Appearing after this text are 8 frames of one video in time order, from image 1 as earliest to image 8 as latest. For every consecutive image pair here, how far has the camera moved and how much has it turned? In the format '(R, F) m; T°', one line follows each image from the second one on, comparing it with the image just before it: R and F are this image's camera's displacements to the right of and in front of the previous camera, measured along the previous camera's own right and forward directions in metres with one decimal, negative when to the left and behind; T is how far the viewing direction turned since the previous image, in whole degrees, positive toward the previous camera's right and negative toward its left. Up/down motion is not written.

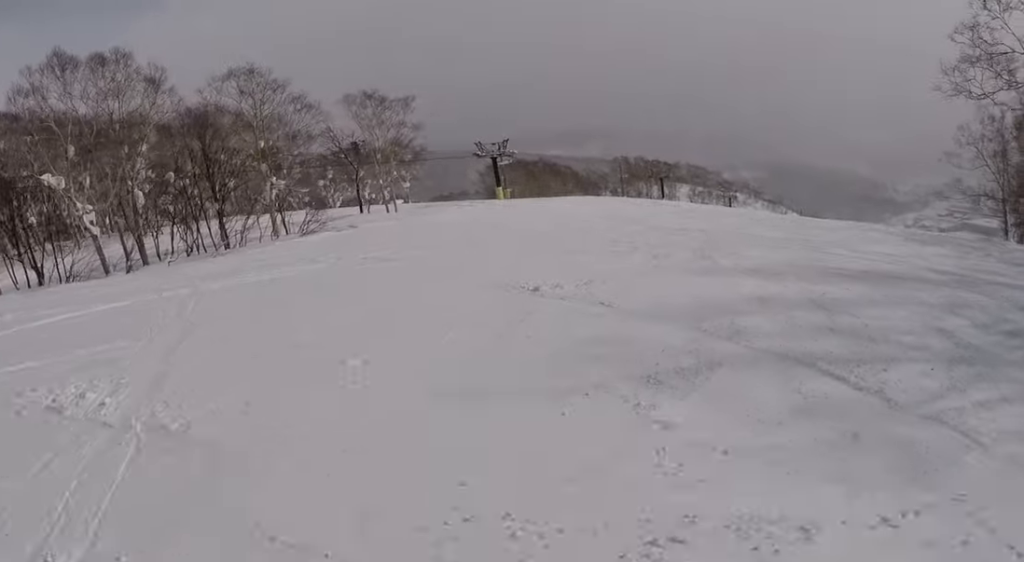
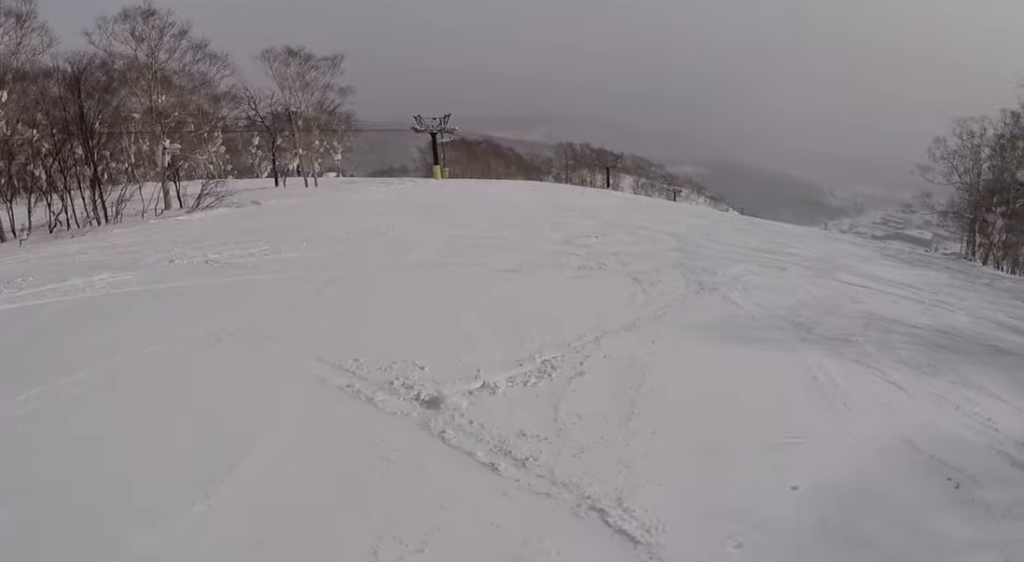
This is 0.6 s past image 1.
(-1.0, +6.4) m; +5°
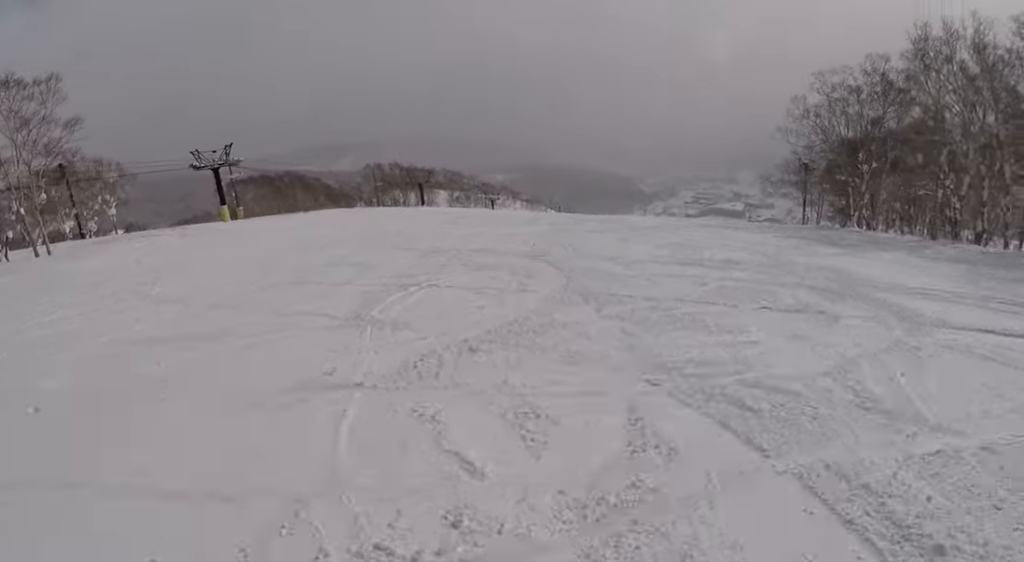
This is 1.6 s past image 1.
(+2.4, +11.2) m; +20°
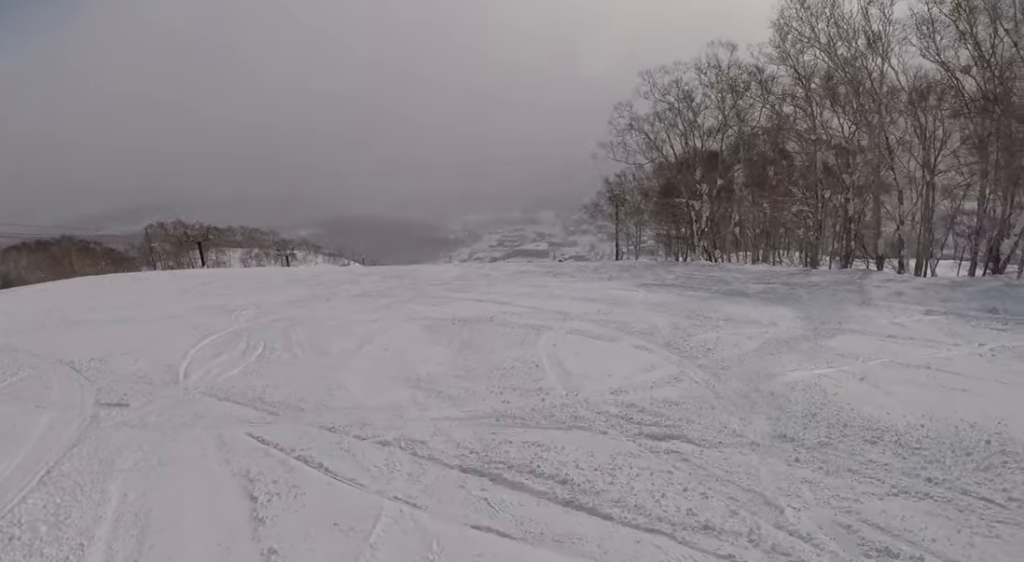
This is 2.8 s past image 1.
(+1.6, +13.6) m; +3°
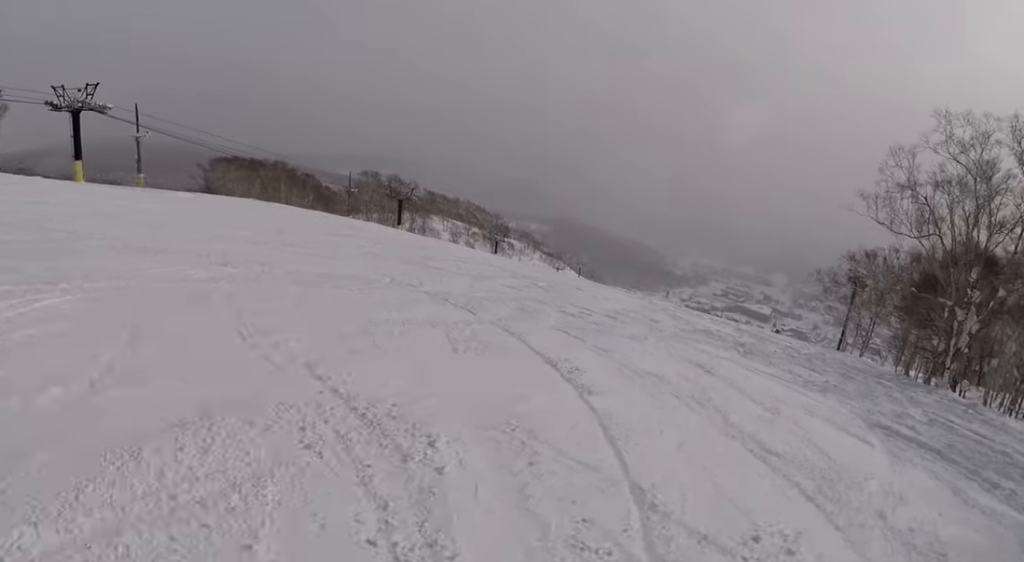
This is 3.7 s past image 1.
(-0.6, +9.8) m; -13°
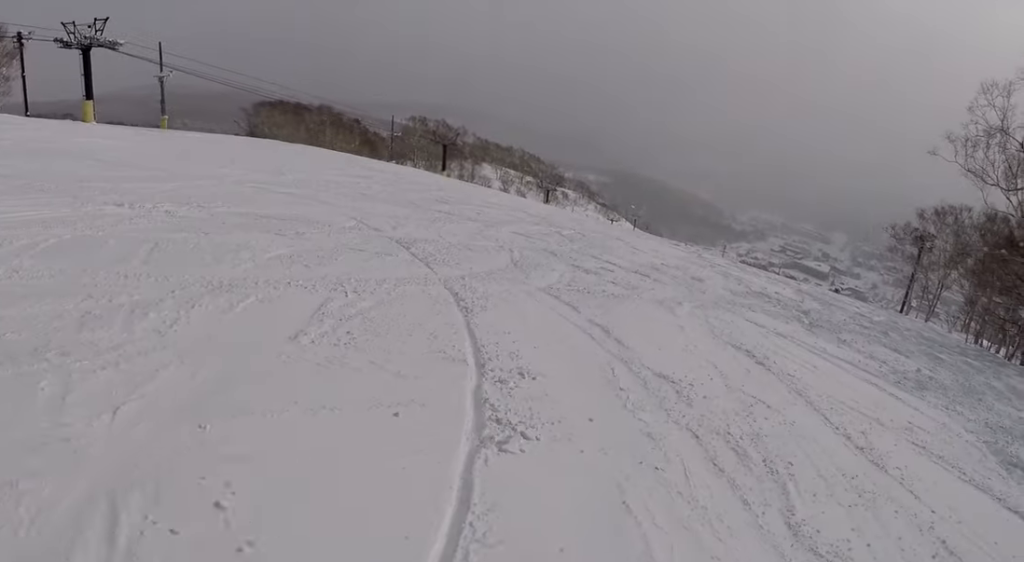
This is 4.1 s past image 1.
(-0.7, +4.4) m; -4°
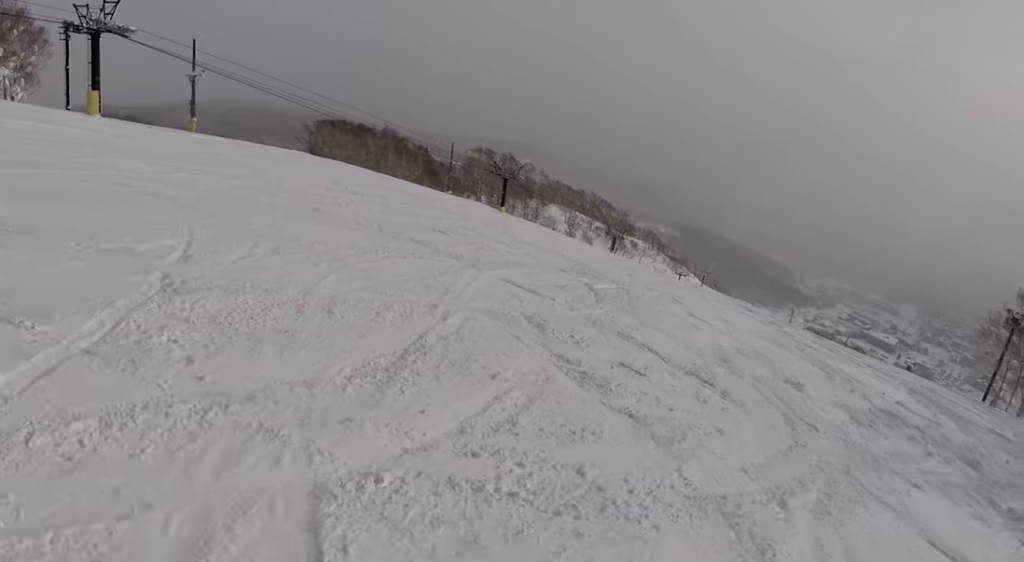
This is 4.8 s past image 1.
(-0.8, +7.9) m; -6°
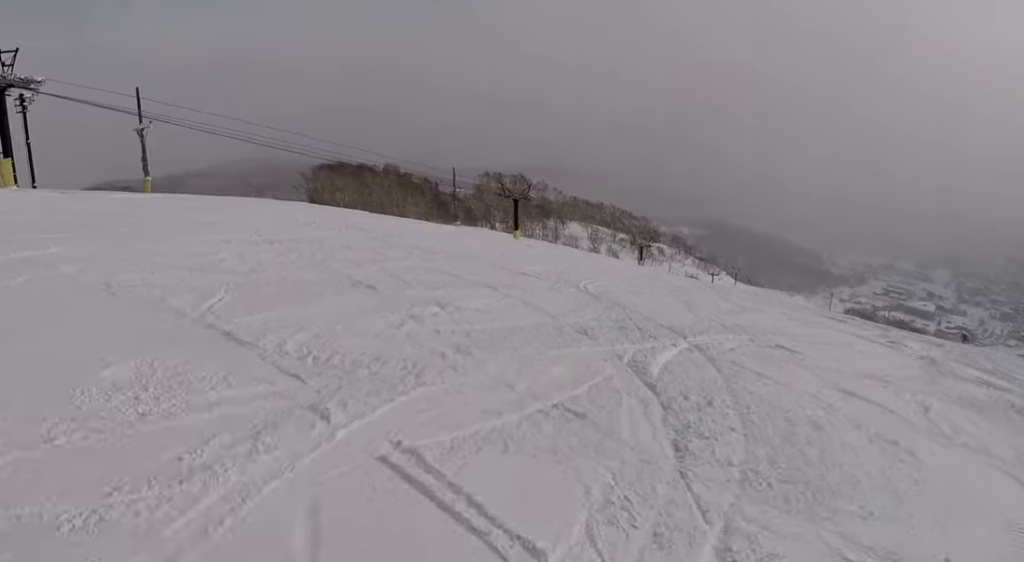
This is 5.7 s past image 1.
(0.0, +9.5) m; 0°
